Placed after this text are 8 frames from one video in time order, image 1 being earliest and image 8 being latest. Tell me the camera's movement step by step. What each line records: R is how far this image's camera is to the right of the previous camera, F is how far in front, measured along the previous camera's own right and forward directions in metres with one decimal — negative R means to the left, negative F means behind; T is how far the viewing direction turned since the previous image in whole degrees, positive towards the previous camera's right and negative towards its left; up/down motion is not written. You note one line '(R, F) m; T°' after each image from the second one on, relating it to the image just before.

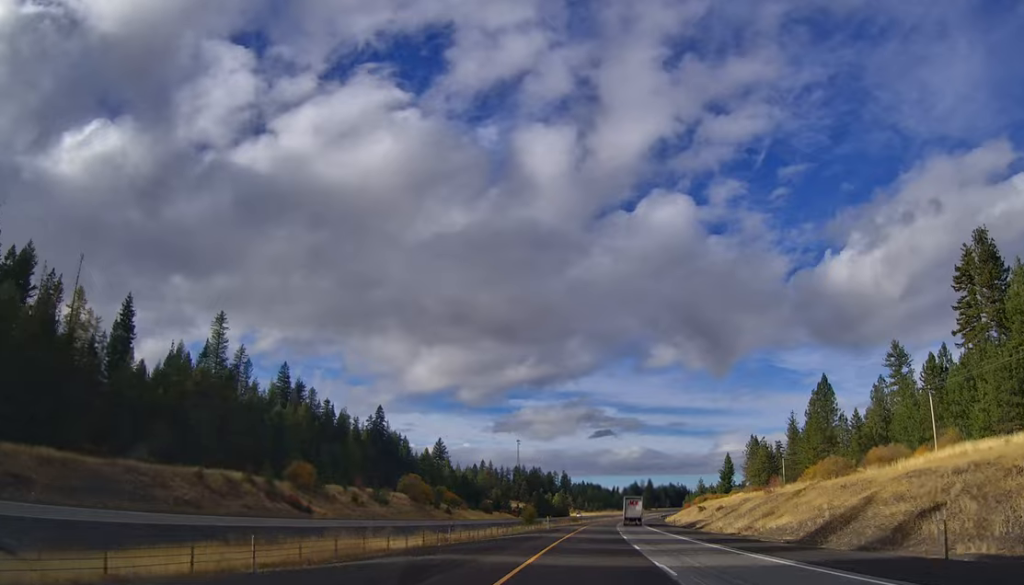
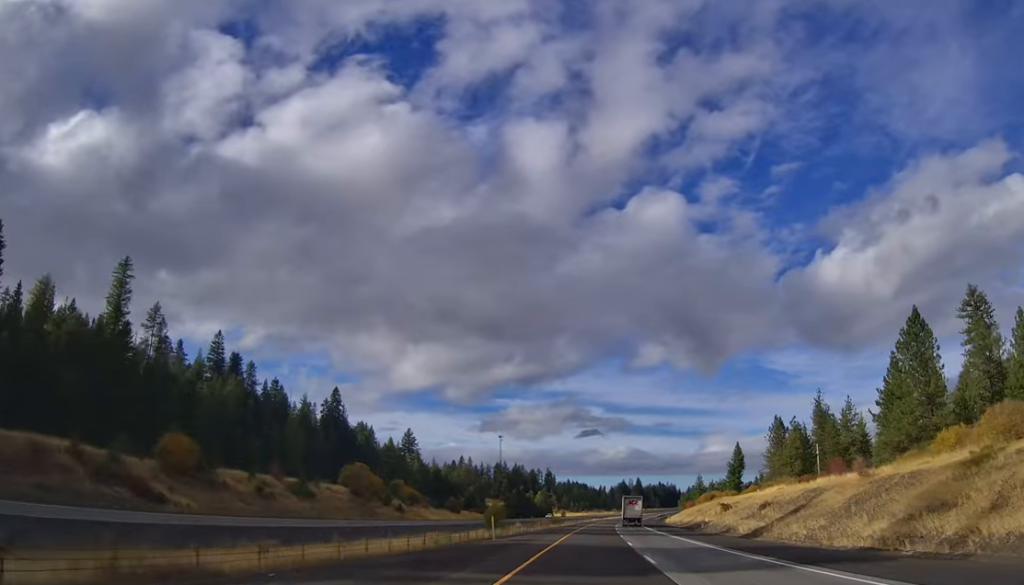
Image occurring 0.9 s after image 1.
(-0.2, +33.3) m; +1°
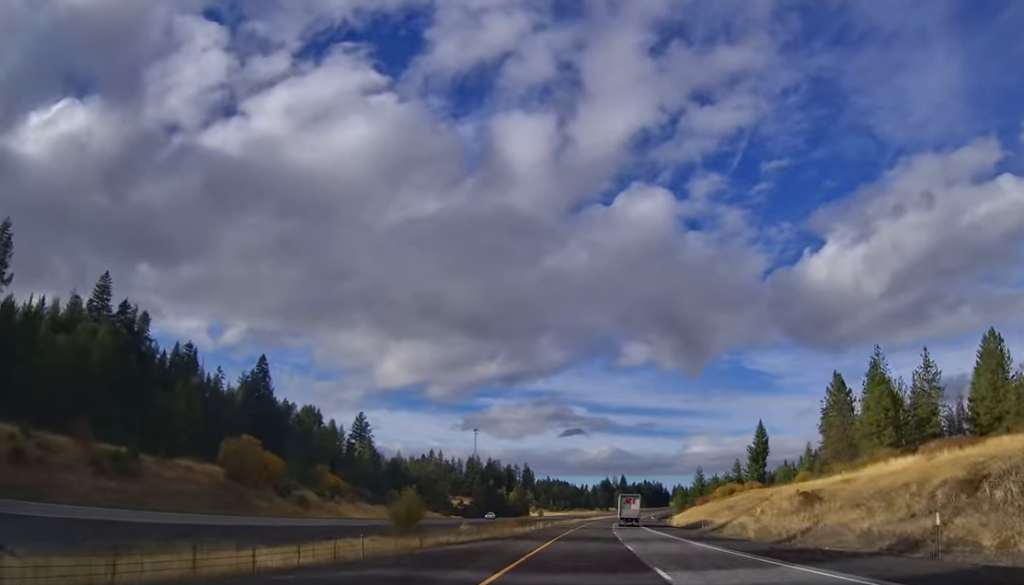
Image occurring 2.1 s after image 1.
(+0.7, +42.4) m; +2°
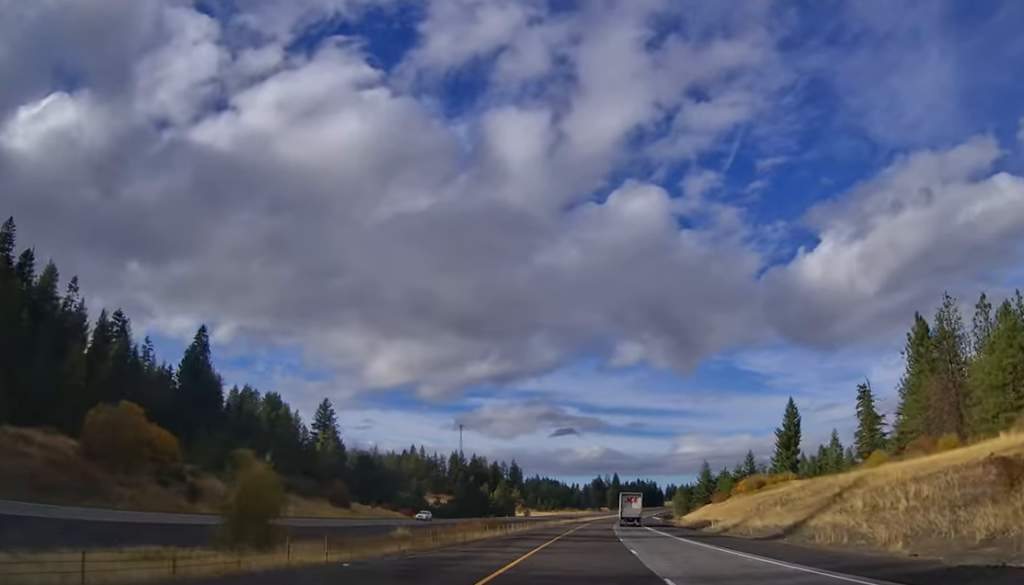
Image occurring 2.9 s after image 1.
(+0.1, +28.2) m; +1°
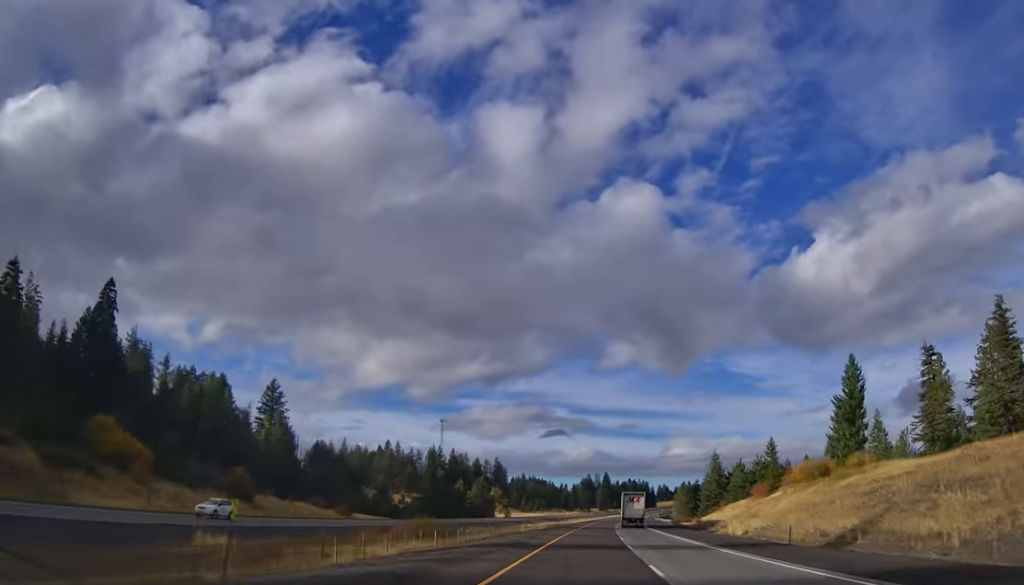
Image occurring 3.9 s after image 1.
(+1.0, +32.8) m; +2°
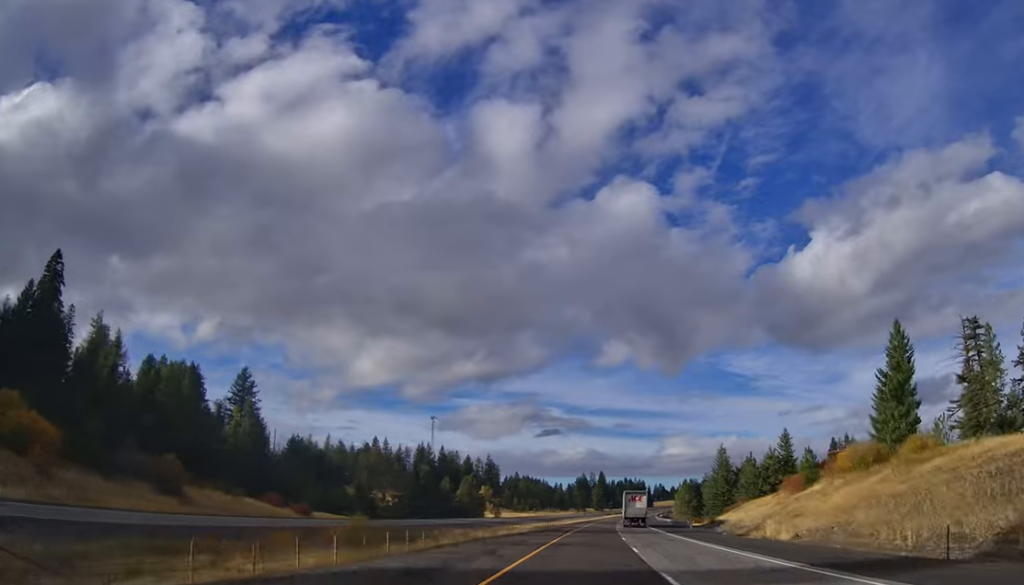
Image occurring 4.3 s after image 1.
(-0.1, +15.2) m; 0°
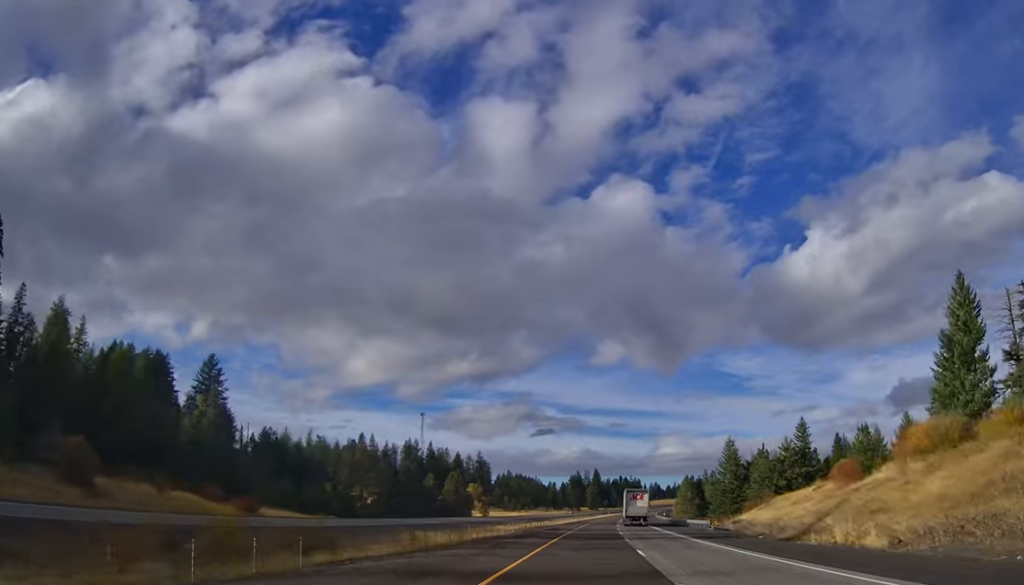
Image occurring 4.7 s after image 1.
(-0.1, +15.2) m; 0°
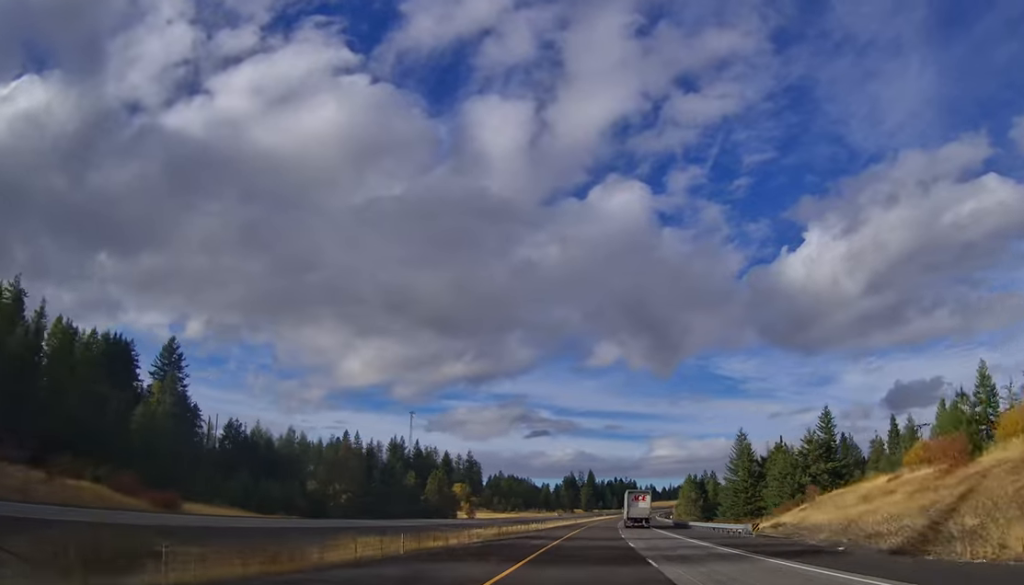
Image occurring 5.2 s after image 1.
(+0.2, +16.3) m; 0°
